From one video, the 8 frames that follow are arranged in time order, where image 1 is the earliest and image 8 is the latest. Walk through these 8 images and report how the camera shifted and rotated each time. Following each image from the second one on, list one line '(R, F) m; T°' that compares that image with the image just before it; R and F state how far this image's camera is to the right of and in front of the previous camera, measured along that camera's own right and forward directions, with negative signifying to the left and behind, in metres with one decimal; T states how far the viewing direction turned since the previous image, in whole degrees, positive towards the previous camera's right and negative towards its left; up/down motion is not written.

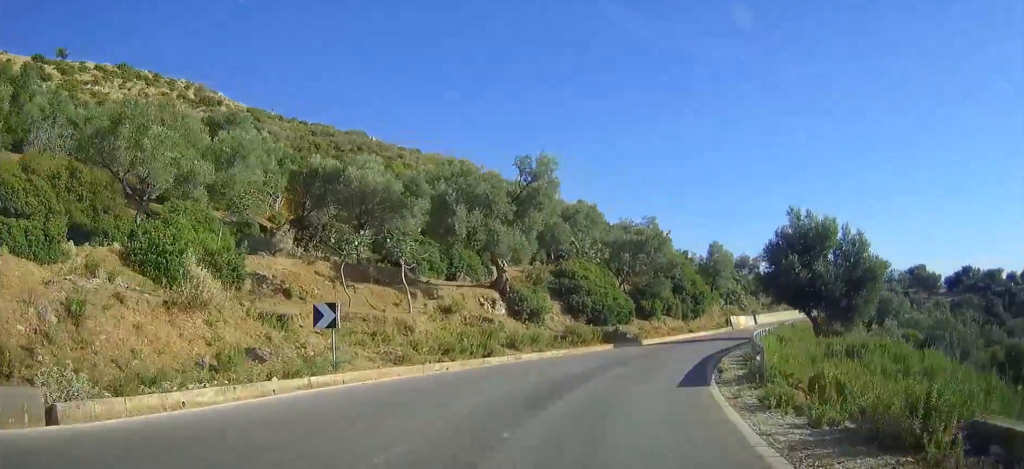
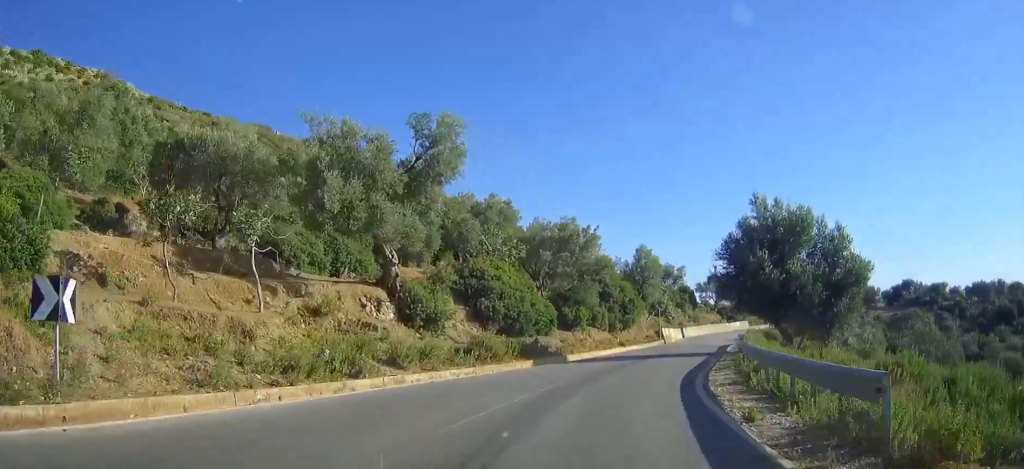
(0.0, +7.9) m; +6°
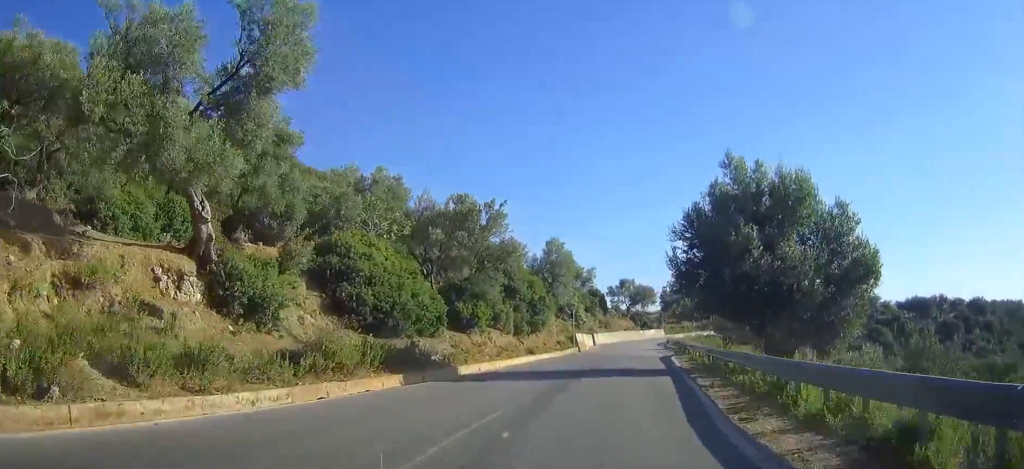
(-0.3, +9.3) m; +8°
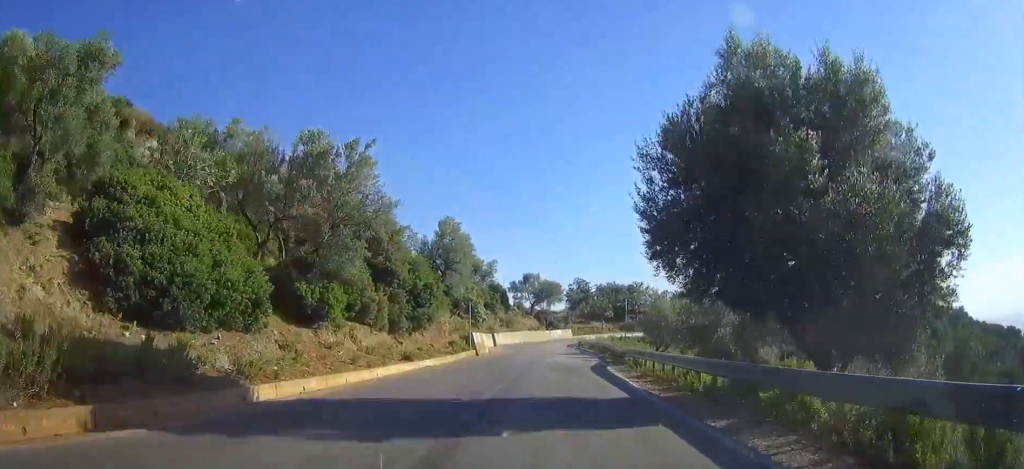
(+2.0, +10.0) m; +10°
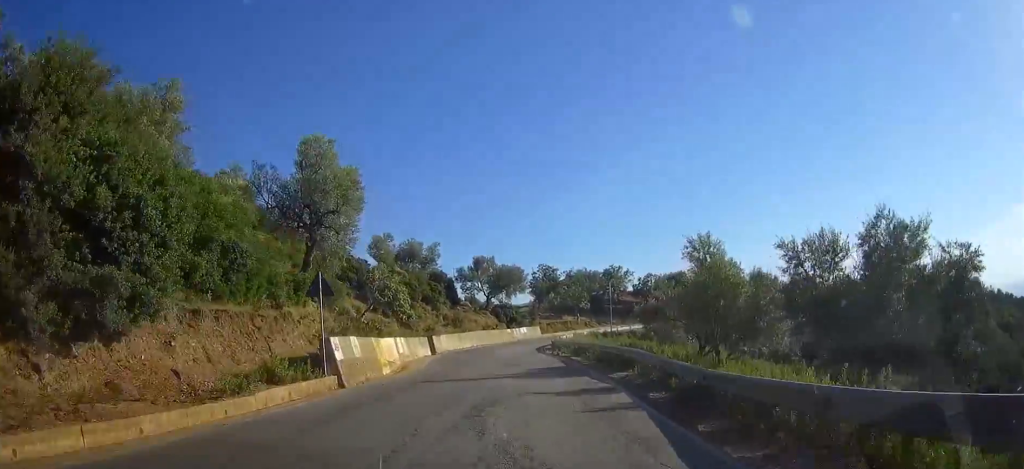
(+1.8, +22.7) m; +6°
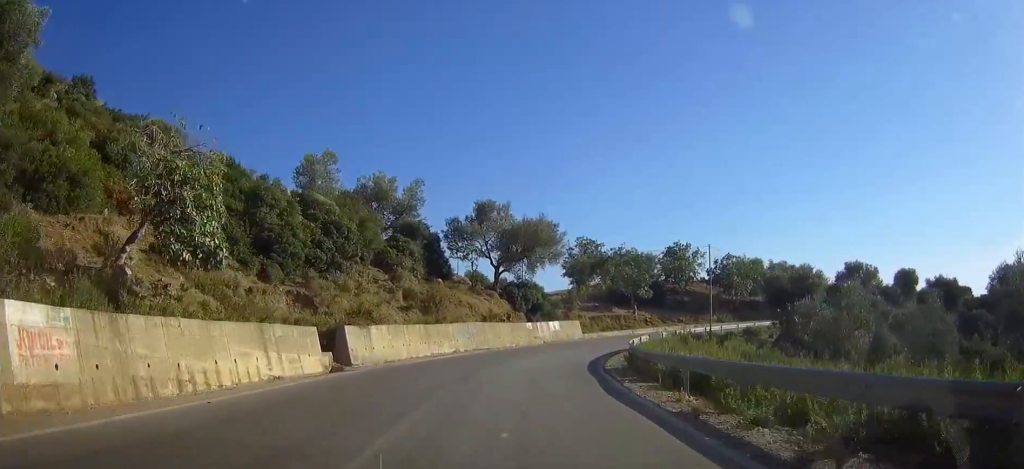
(+0.3, +34.5) m; 0°
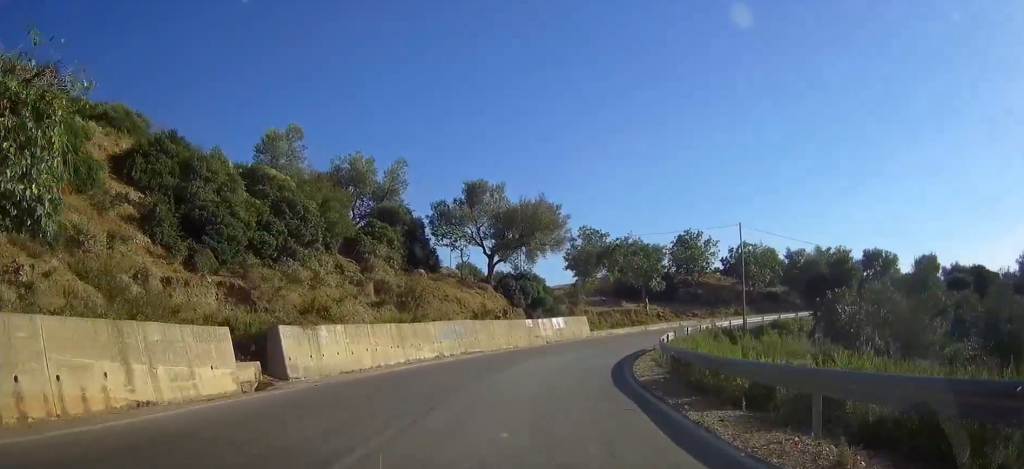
(-0.2, +7.0) m; +1°
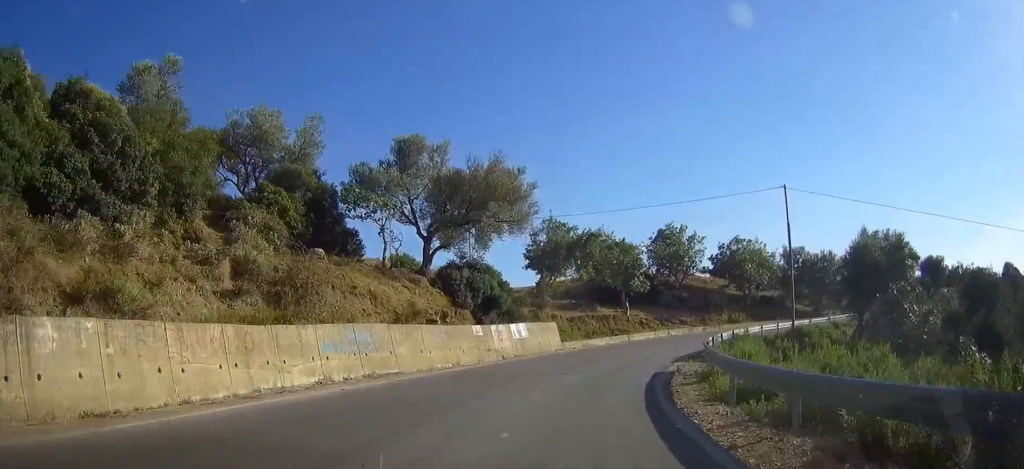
(+0.2, +12.0) m; +4°
